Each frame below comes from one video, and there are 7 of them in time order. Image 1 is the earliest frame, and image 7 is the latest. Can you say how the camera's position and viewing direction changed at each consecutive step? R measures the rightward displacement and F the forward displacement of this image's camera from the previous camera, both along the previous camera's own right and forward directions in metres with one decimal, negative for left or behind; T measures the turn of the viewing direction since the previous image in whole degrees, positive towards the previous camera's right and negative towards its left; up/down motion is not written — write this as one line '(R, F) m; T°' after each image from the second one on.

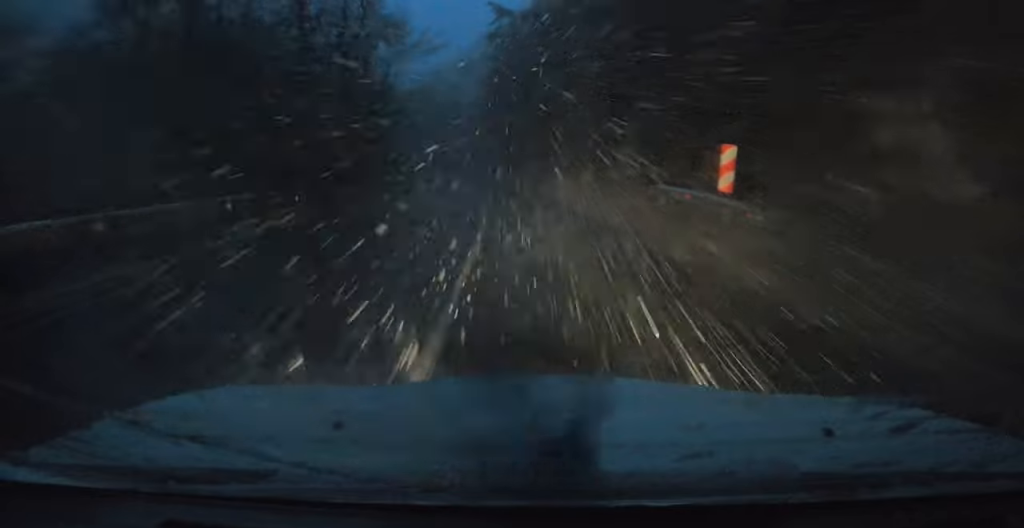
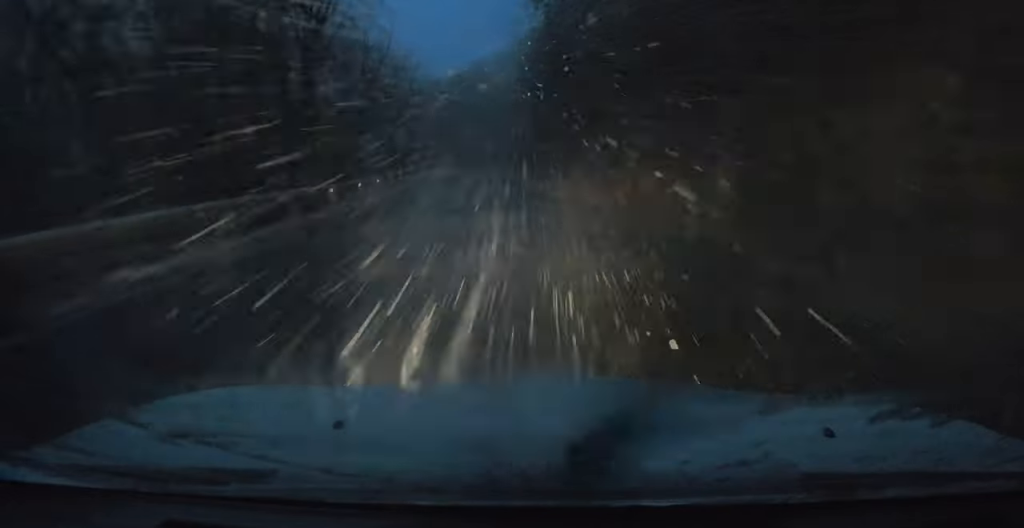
(-0.5, +17.1) m; -3°
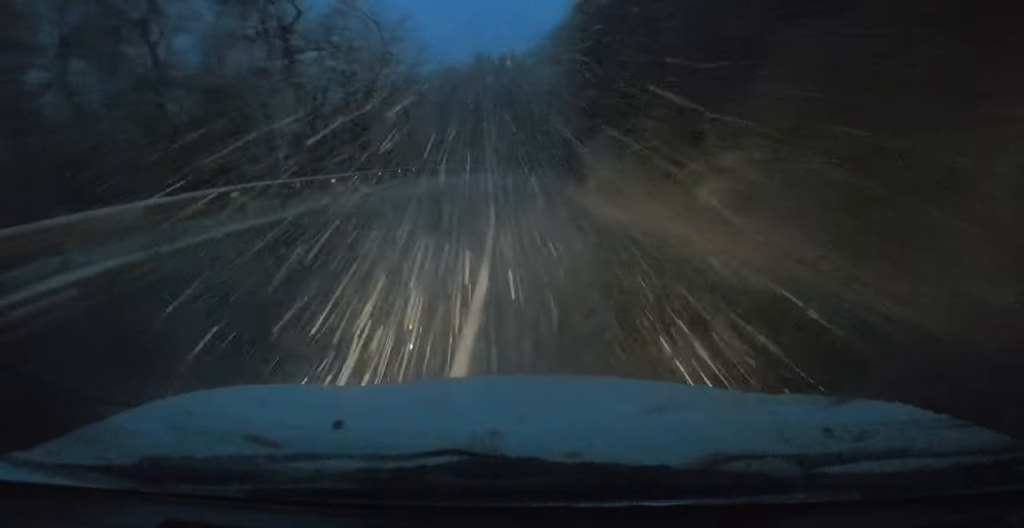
(-0.4, +21.8) m; -2°
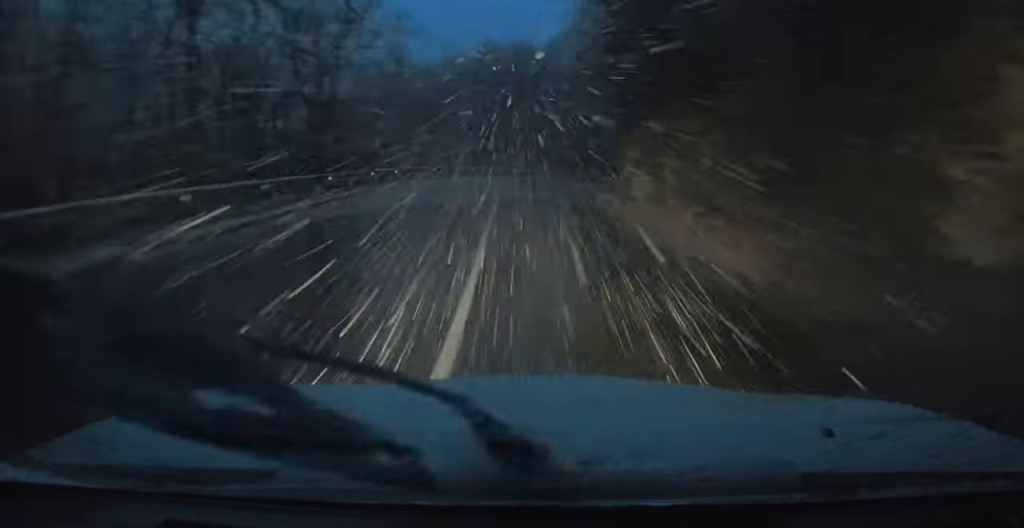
(-0.1, +9.2) m; 0°
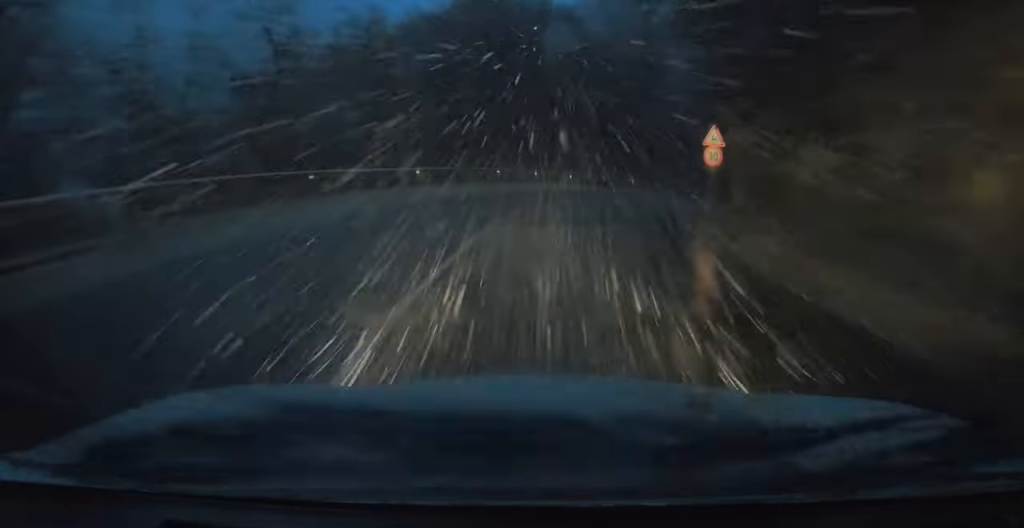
(+0.7, +19.8) m; +5°
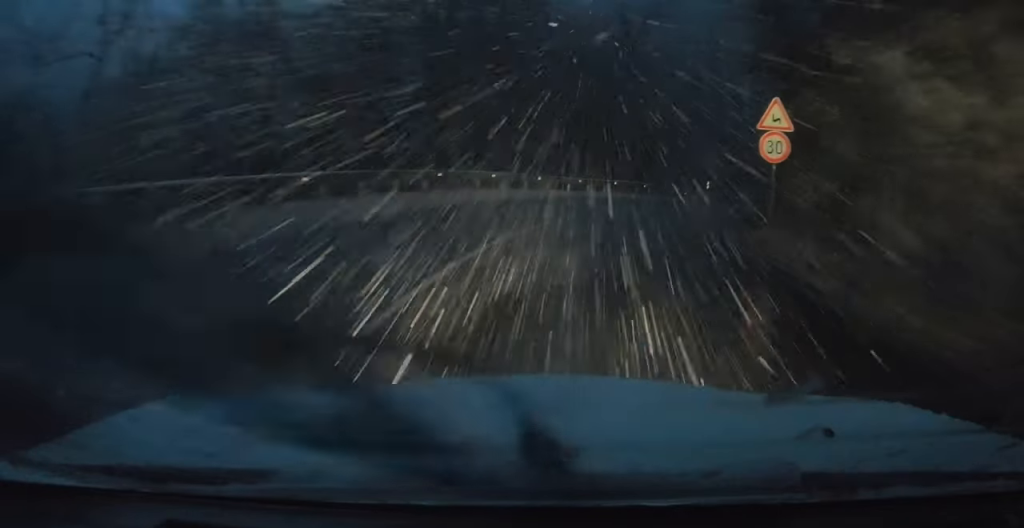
(+0.2, +8.3) m; +8°
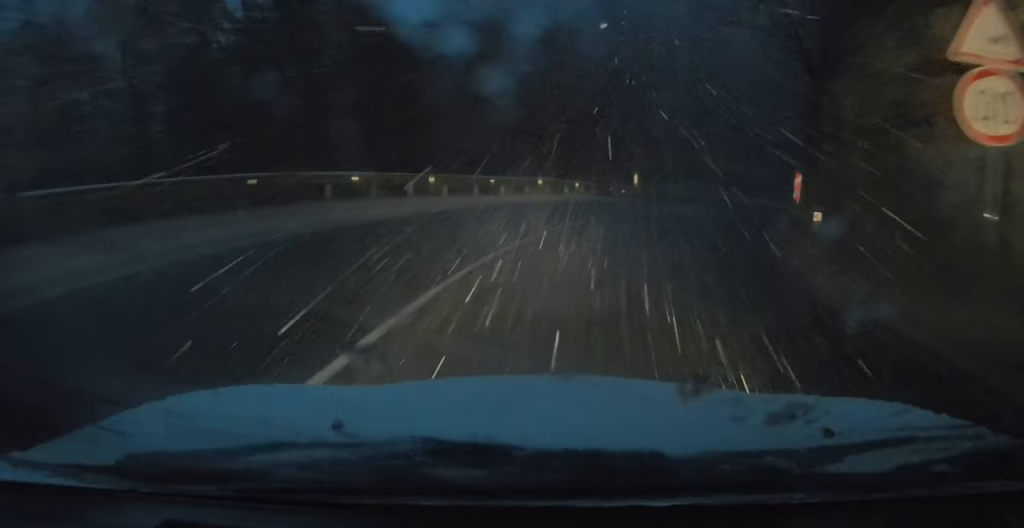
(+1.1, +8.8) m; +10°
